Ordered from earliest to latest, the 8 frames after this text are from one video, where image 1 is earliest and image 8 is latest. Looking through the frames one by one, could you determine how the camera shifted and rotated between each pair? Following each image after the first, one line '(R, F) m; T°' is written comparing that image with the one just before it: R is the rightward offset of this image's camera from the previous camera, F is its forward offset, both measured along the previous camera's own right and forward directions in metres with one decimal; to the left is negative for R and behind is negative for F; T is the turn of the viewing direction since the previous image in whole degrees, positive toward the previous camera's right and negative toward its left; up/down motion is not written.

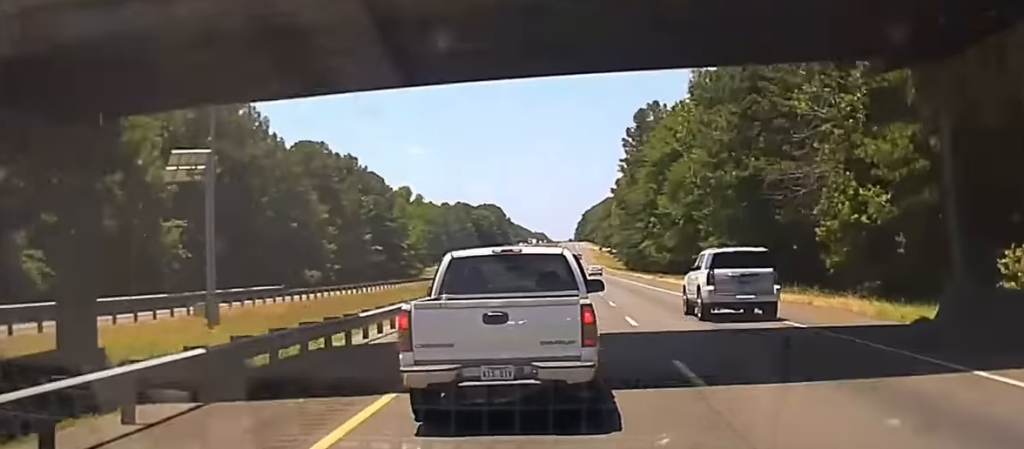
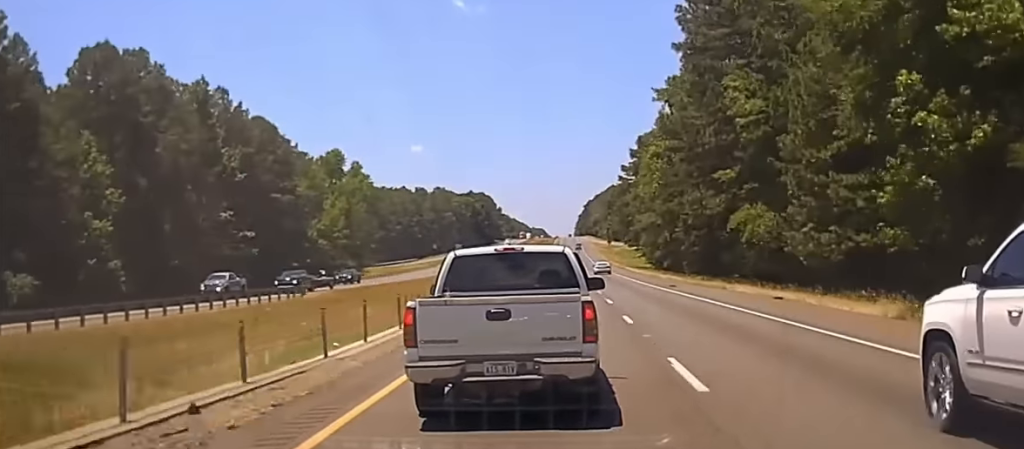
(0.0, +73.1) m; 0°
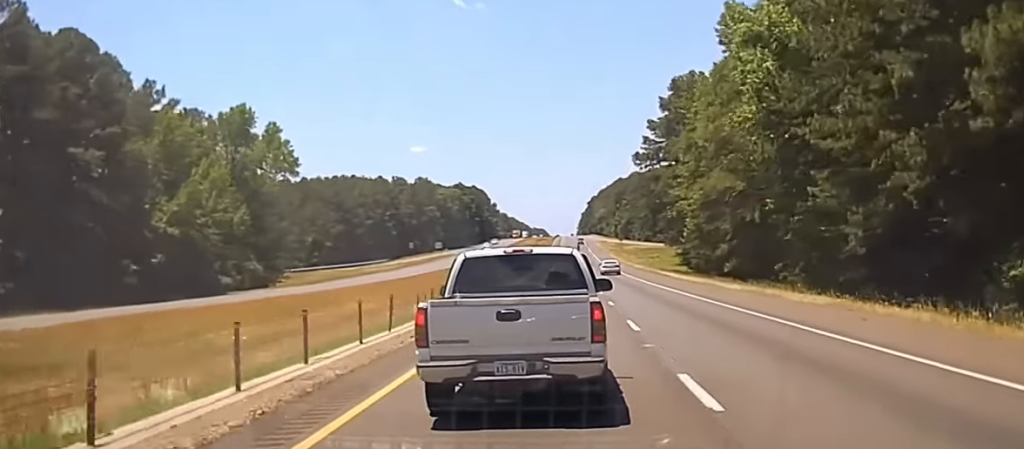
(0.0, +50.7) m; 0°
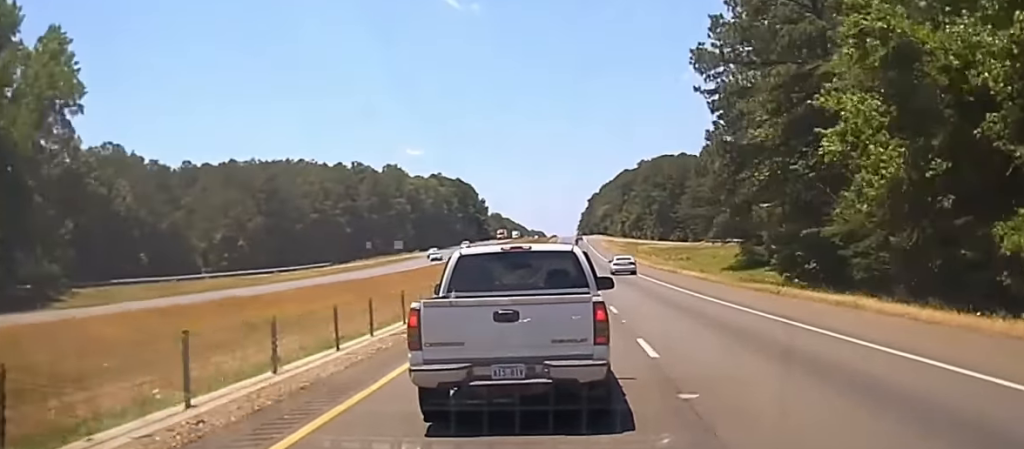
(-0.1, +51.4) m; 0°
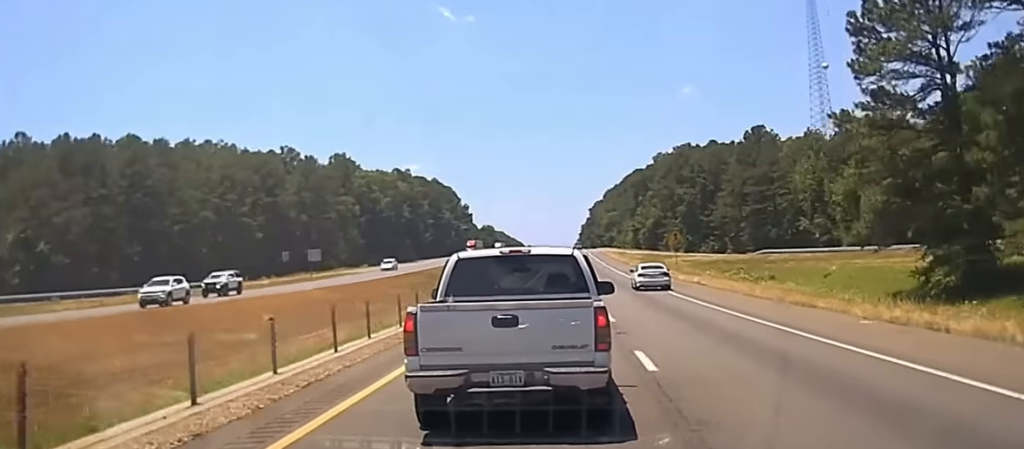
(+0.2, +58.3) m; 0°
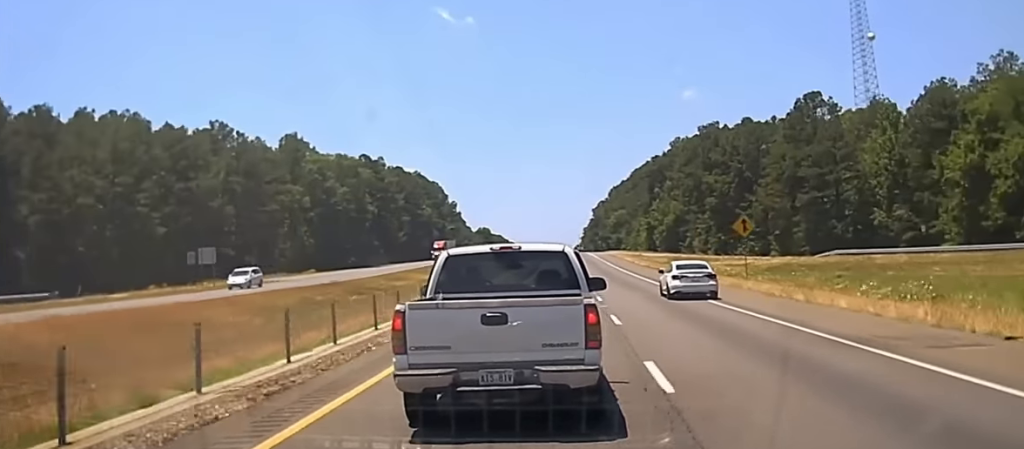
(0.0, +39.3) m; 0°
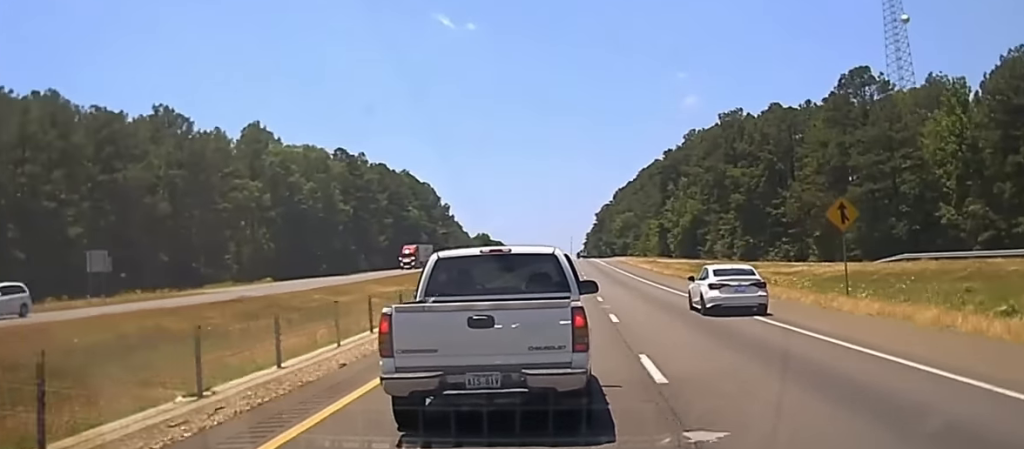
(0.0, +22.5) m; 0°
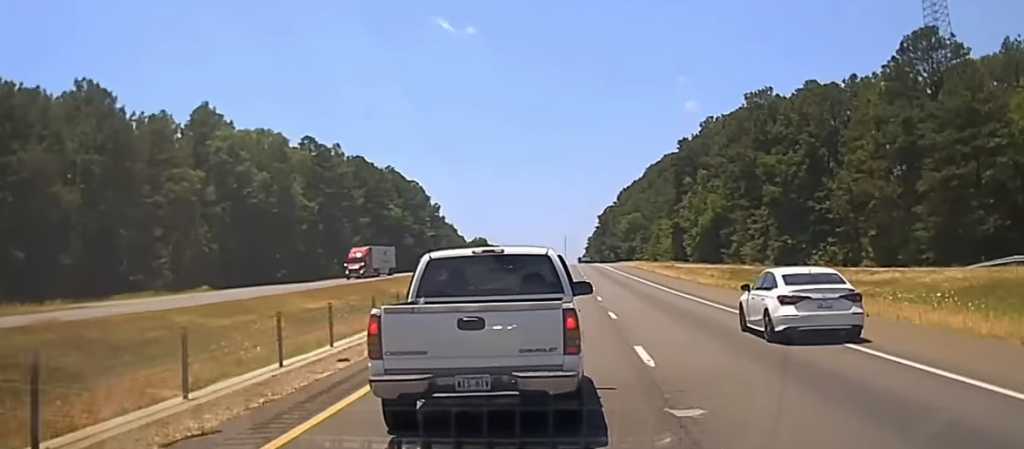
(0.0, +20.6) m; 0°
